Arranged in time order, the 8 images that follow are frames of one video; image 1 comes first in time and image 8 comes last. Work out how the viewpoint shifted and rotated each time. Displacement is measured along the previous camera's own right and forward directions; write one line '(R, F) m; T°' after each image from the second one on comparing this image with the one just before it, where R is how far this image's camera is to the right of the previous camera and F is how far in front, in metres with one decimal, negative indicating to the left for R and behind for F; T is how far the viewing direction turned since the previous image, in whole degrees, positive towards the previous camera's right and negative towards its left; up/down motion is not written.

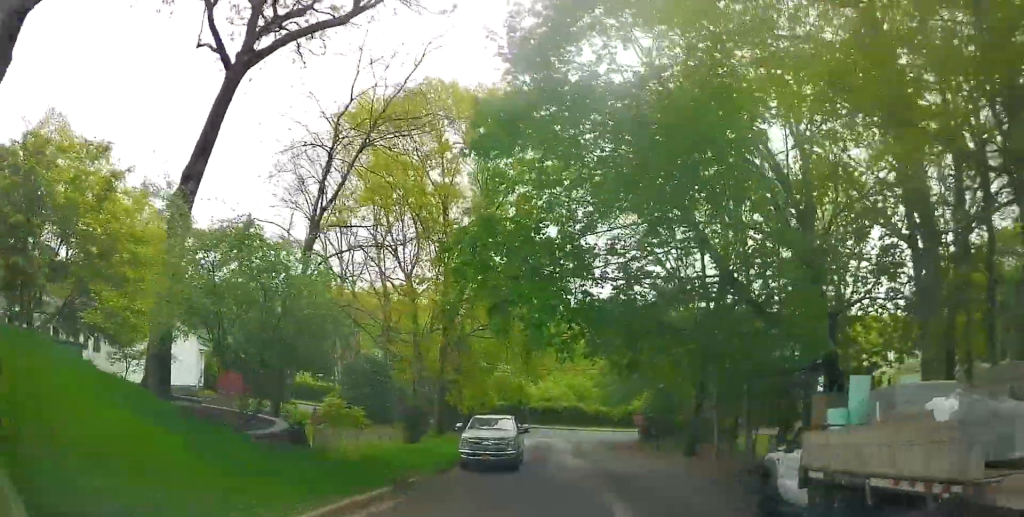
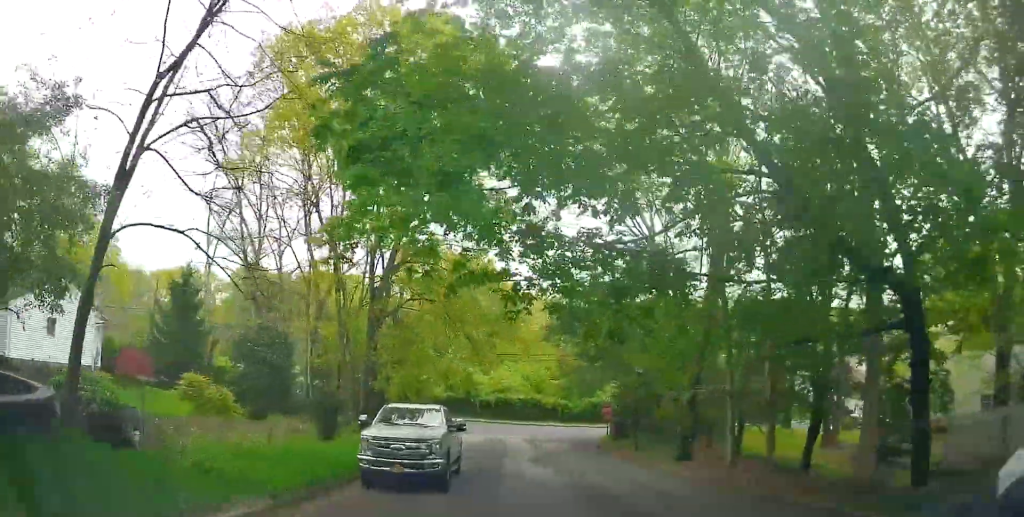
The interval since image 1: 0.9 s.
(0.0, +6.5) m; 0°
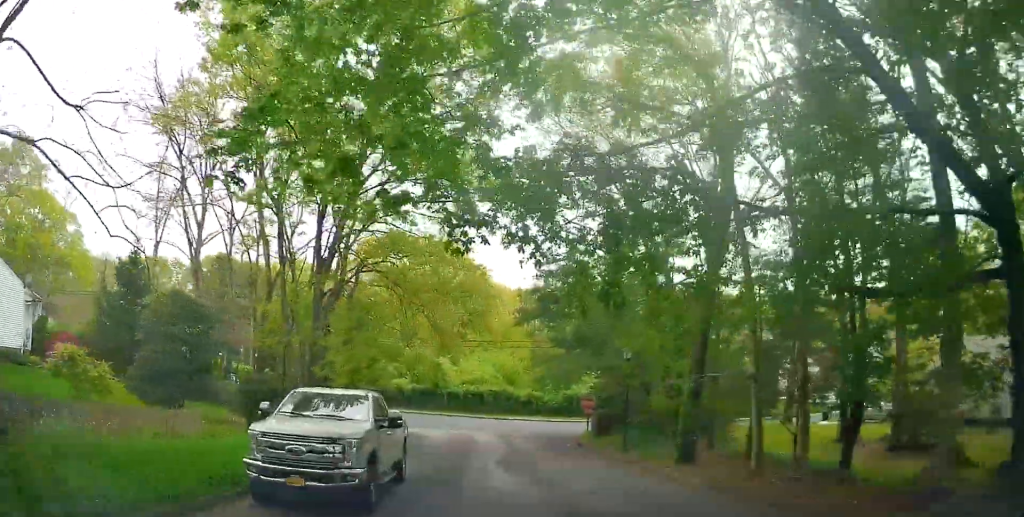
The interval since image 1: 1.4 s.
(0.0, +3.9) m; +2°
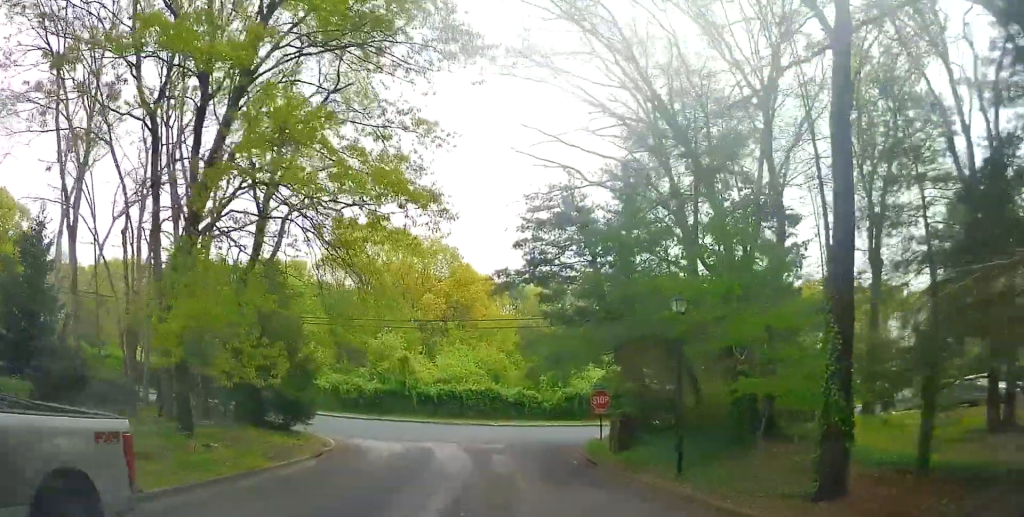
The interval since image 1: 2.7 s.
(+0.8, +9.1) m; +10°
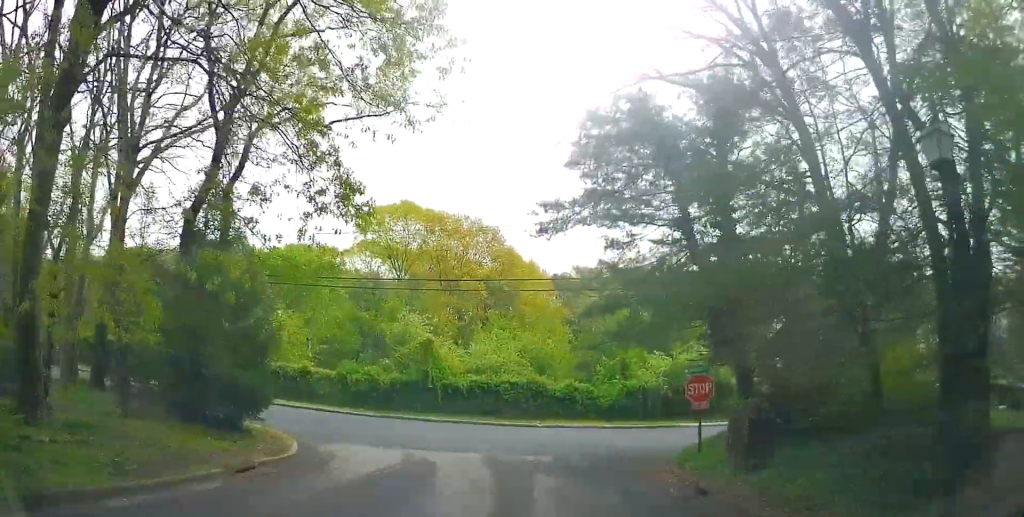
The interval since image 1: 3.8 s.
(+0.2, +7.2) m; +2°
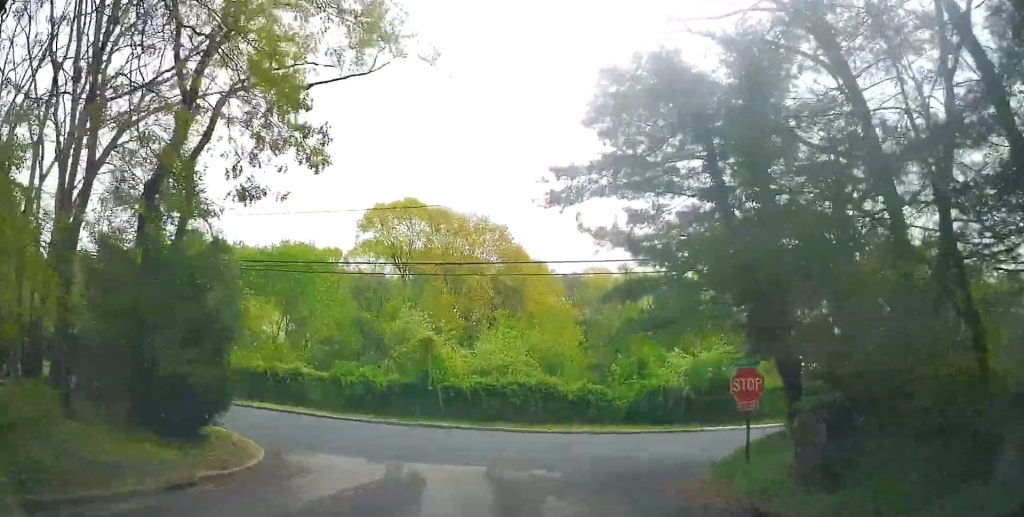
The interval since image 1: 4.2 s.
(-0.2, +2.7) m; 0°
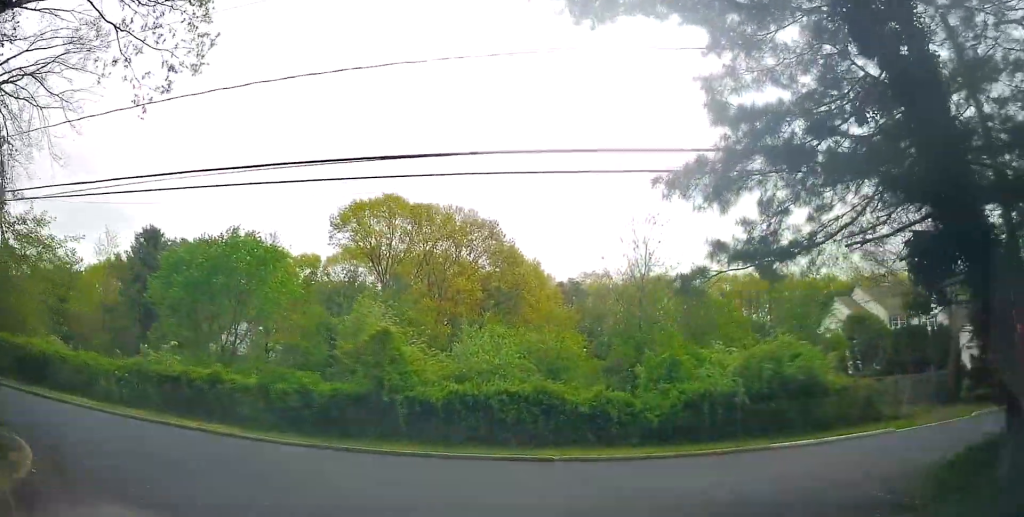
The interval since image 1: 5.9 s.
(+0.3, +9.0) m; -2°
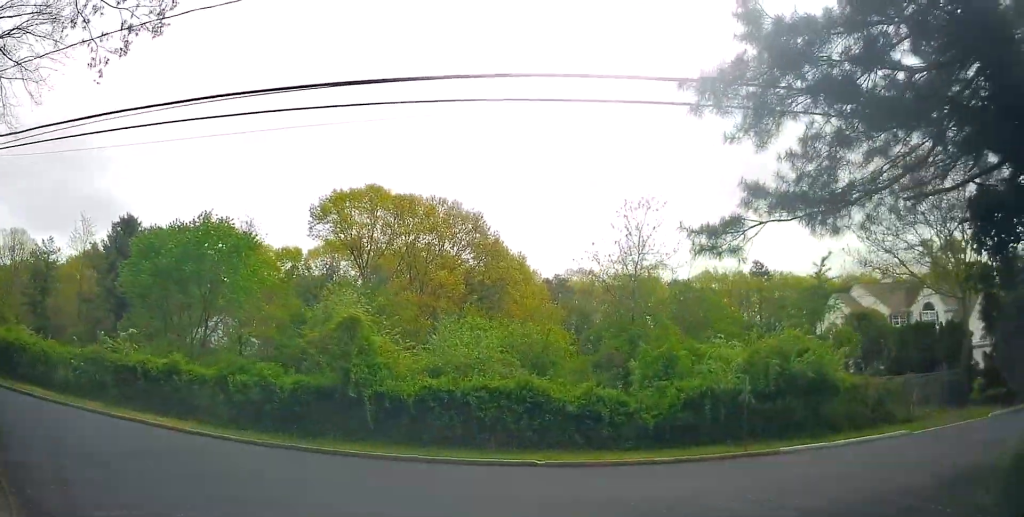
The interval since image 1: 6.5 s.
(-0.1, +2.6) m; -2°
